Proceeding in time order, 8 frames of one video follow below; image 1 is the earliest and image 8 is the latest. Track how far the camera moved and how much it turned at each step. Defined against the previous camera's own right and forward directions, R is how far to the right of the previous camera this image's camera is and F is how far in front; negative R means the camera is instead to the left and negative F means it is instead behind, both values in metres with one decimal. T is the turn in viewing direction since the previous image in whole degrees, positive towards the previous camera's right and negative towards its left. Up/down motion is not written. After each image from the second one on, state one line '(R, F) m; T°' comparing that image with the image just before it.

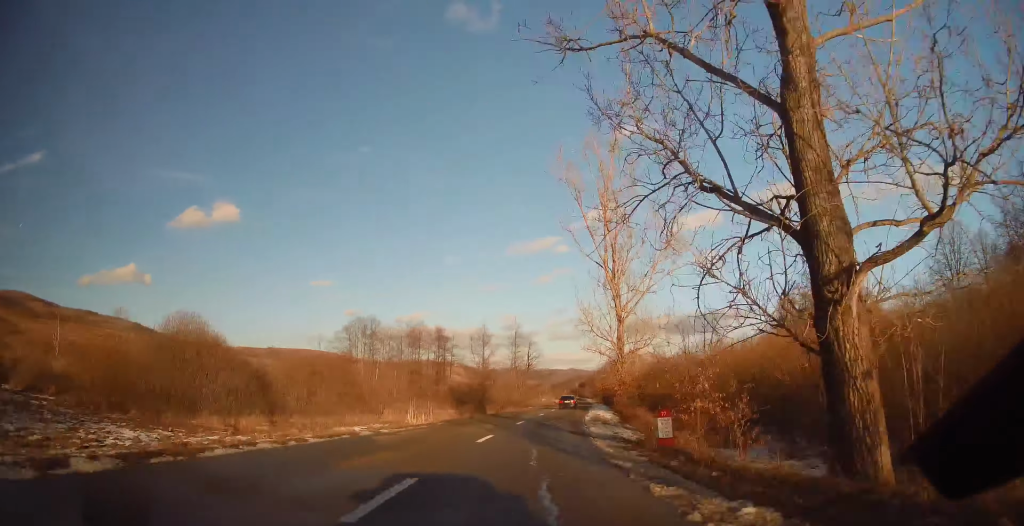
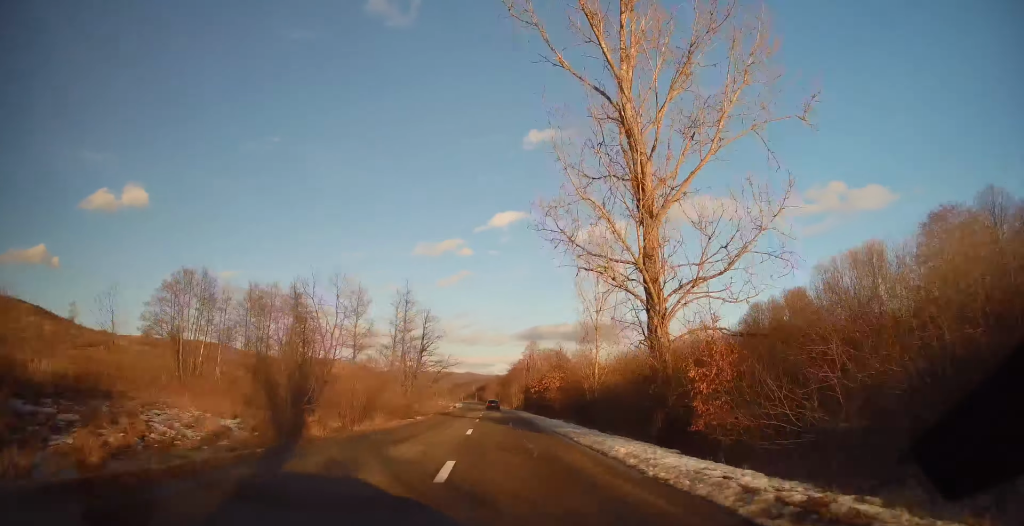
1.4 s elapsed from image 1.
(+2.8, +29.5) m; +9°
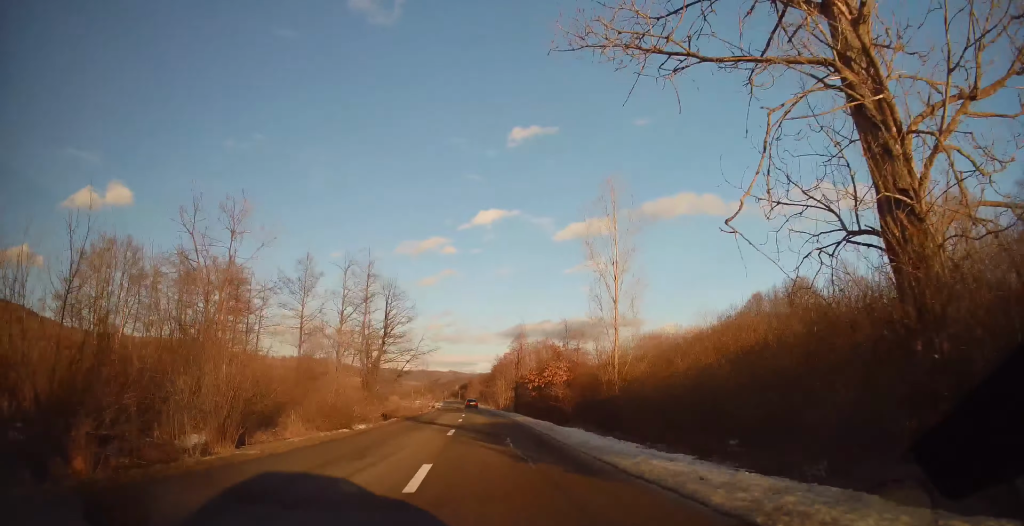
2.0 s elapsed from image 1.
(+0.3, +12.3) m; +1°
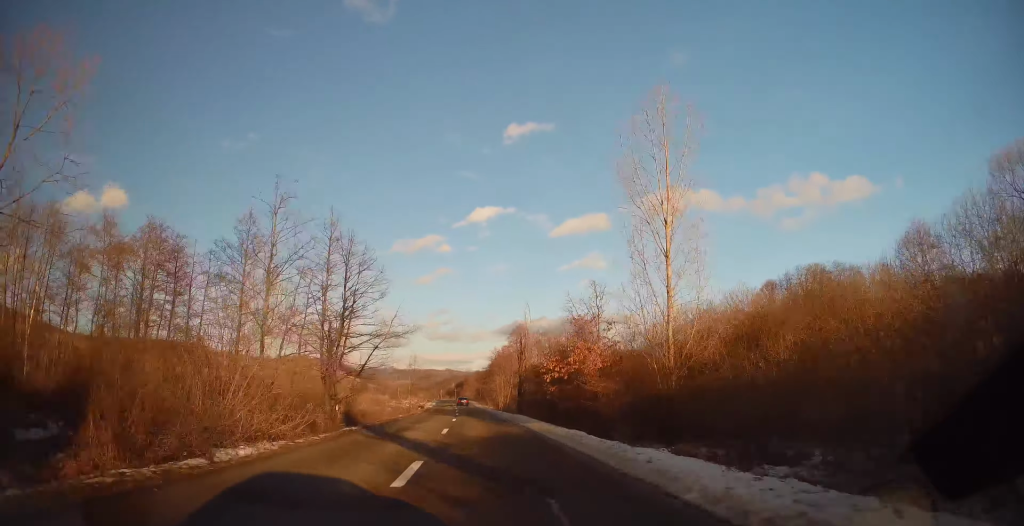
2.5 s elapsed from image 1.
(+0.1, +10.9) m; 0°
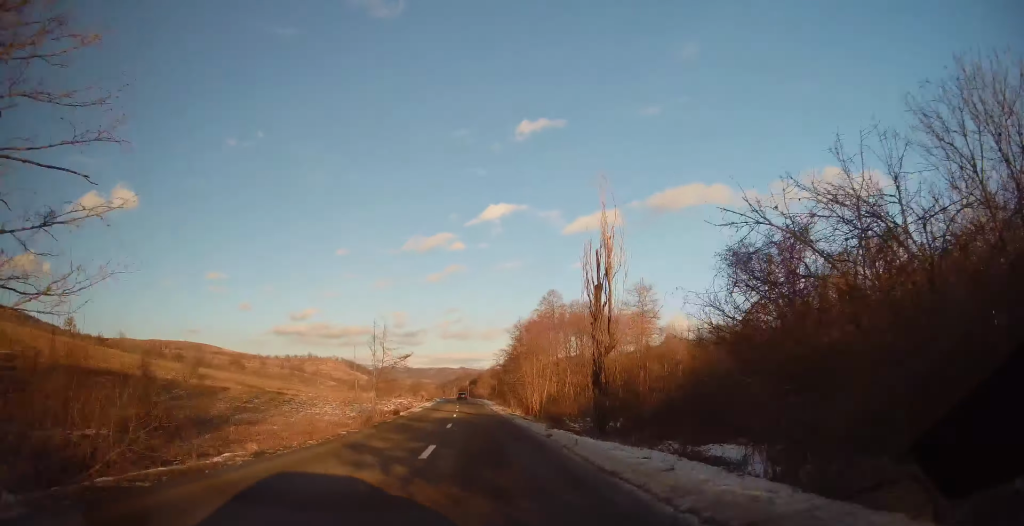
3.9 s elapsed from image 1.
(-0.4, +30.6) m; -2°
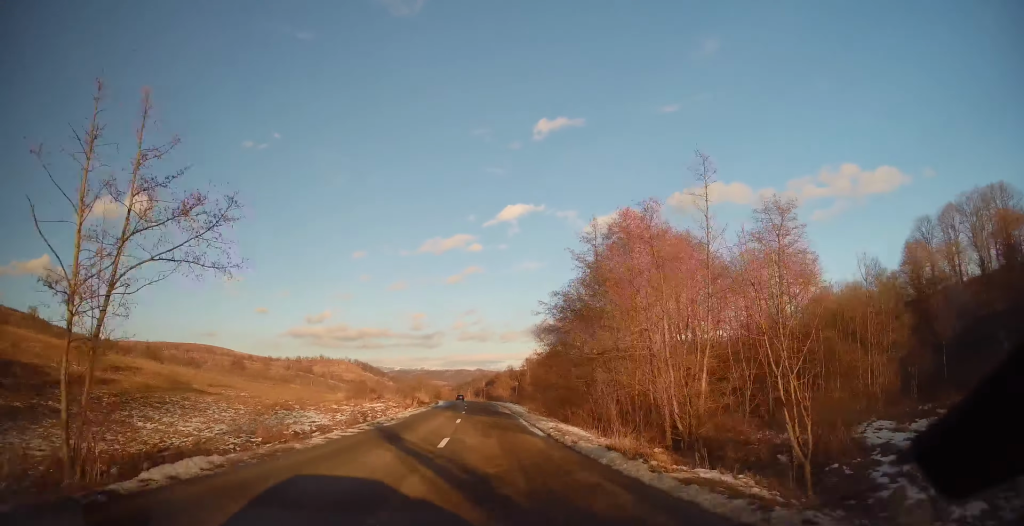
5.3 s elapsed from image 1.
(-0.6, +32.1) m; -1°
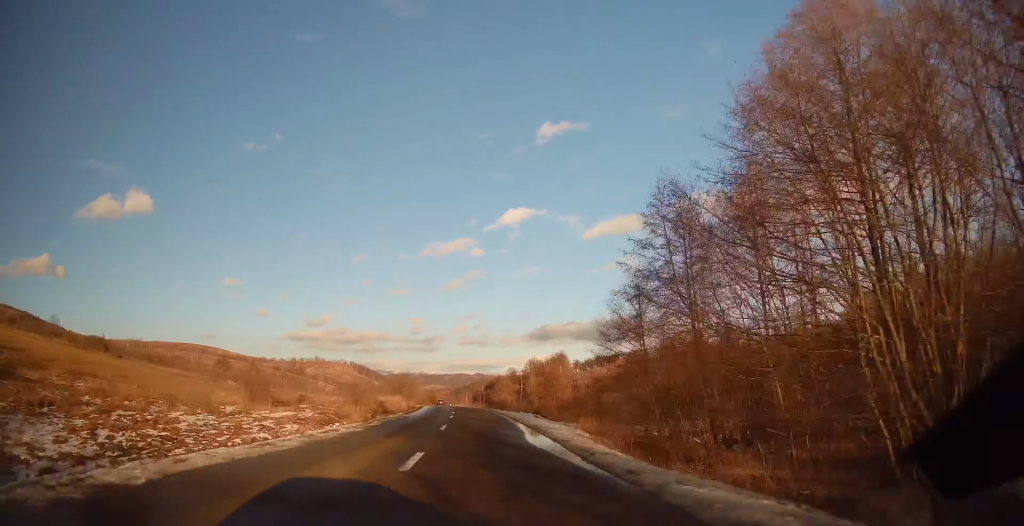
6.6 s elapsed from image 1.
(0.0, +27.0) m; 0°
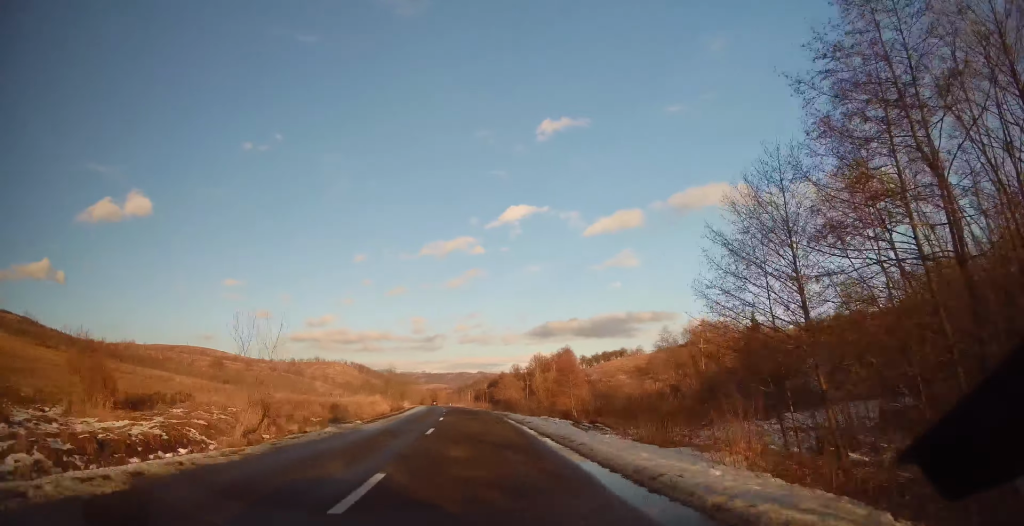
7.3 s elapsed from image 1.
(0.0, +15.2) m; 0°
